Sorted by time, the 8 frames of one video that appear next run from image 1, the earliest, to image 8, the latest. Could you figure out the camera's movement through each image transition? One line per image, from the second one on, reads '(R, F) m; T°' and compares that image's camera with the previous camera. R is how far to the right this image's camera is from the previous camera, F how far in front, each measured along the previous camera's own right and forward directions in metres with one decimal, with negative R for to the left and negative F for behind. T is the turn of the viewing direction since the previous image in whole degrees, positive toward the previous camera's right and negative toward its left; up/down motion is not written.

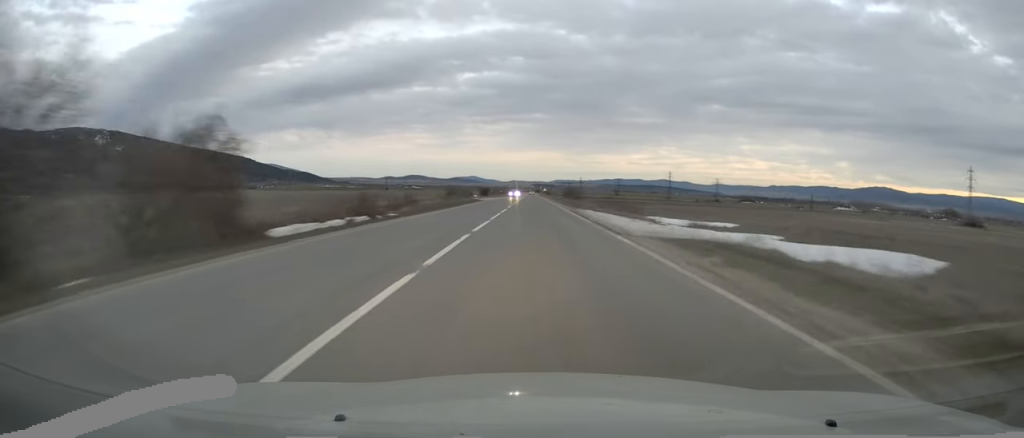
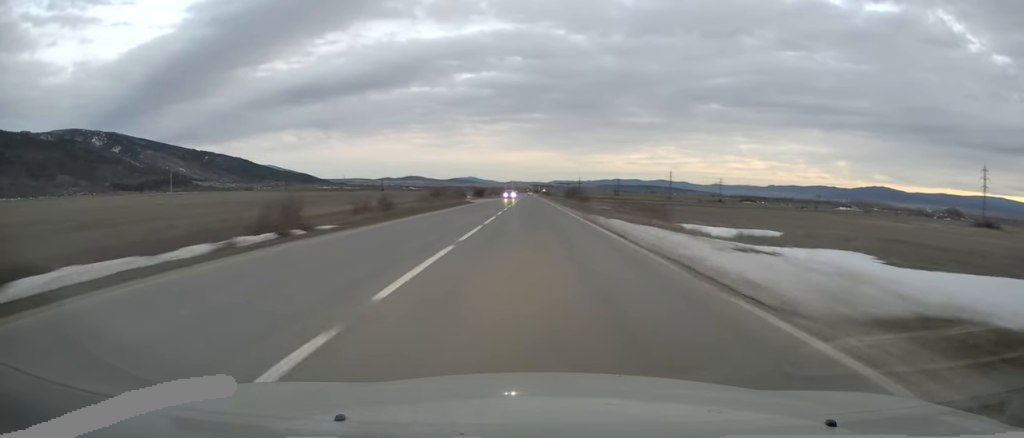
(0.0, +10.8) m; 0°
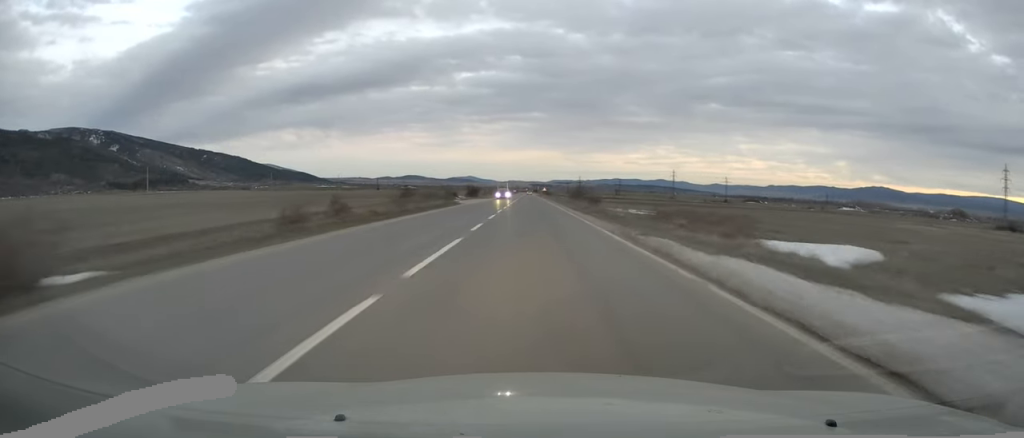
(-0.1, +14.1) m; 0°
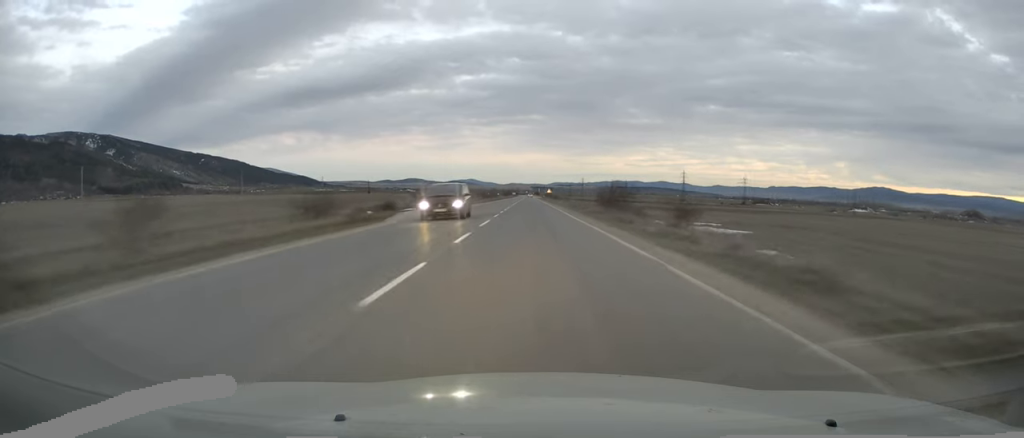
(+0.2, +34.1) m; 0°
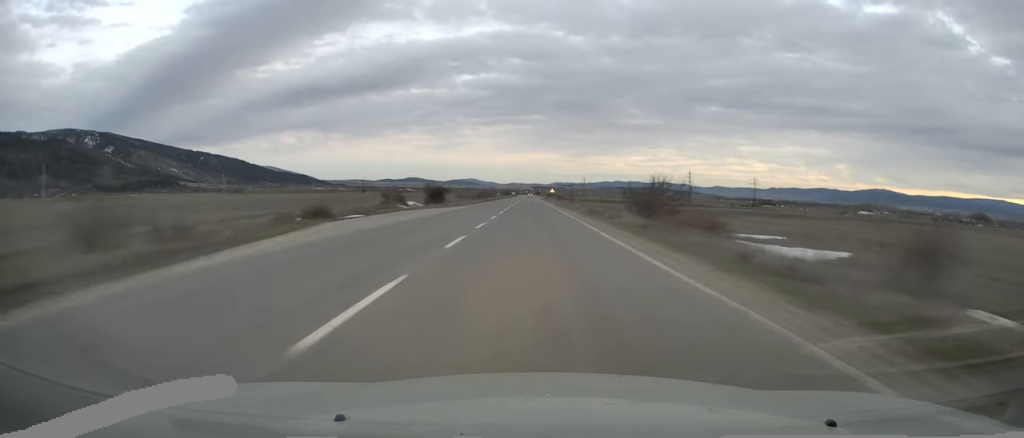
(-0.1, +16.7) m; 0°
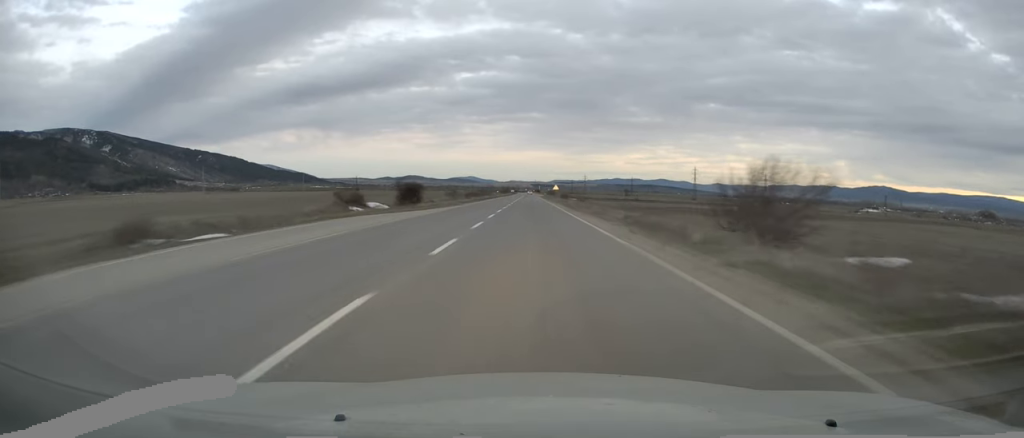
(0.0, +16.7) m; 0°
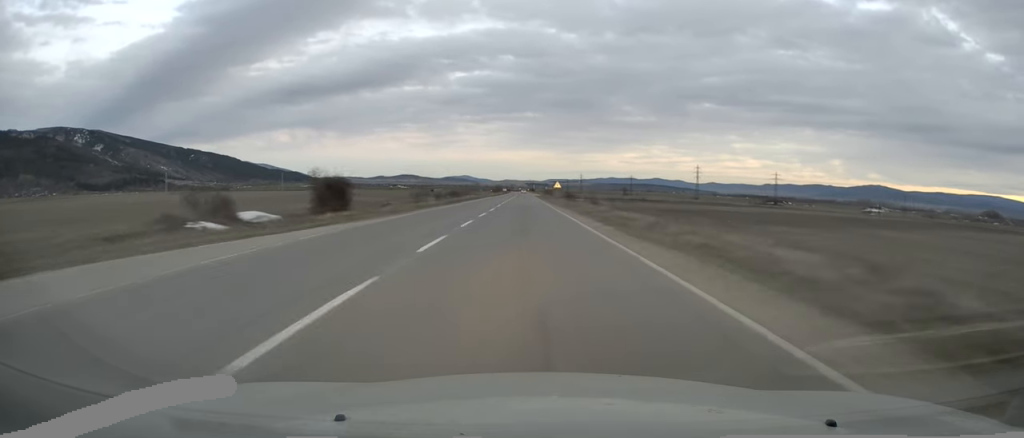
(+0.2, +22.6) m; 0°
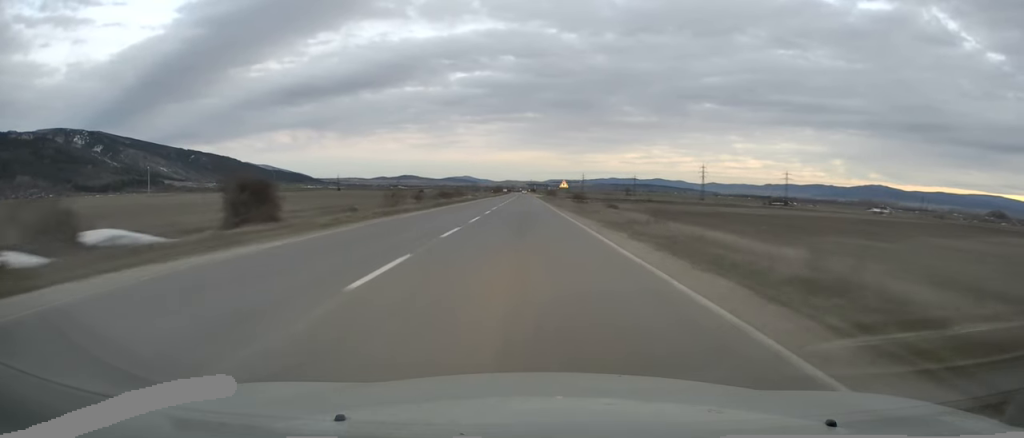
(+0.1, +11.7) m; 0°
